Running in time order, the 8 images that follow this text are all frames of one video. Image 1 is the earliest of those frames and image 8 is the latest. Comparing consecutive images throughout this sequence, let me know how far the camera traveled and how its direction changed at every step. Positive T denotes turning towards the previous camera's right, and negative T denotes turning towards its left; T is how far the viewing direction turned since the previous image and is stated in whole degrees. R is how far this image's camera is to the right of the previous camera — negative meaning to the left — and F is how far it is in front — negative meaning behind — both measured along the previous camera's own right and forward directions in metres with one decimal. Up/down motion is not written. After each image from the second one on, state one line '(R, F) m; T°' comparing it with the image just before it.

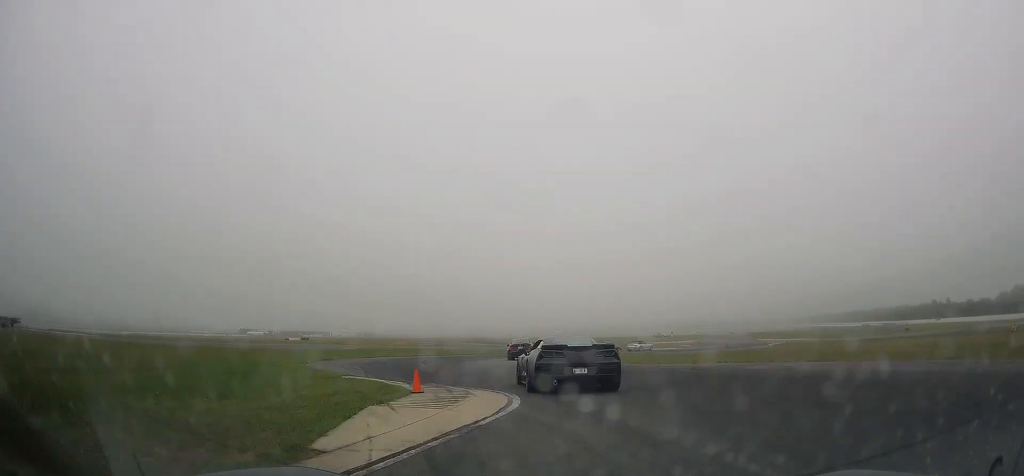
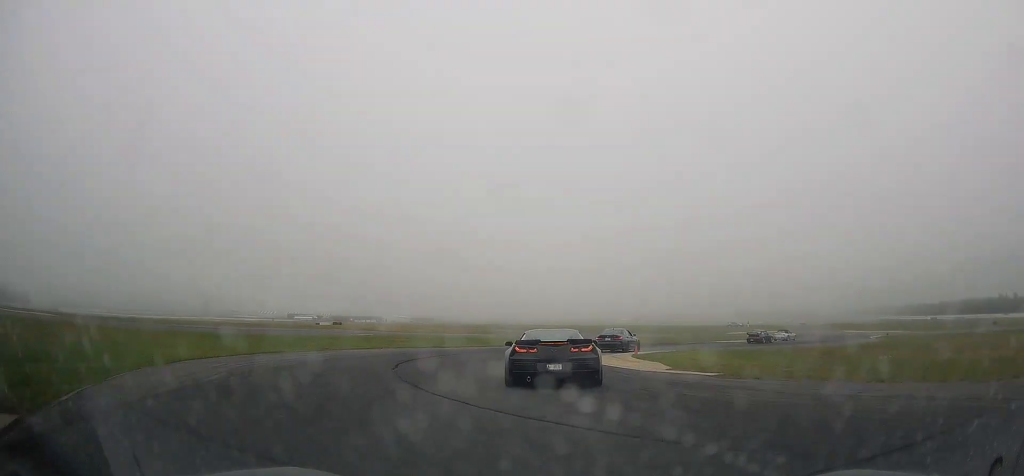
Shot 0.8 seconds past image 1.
(-0.9, +15.6) m; -3°
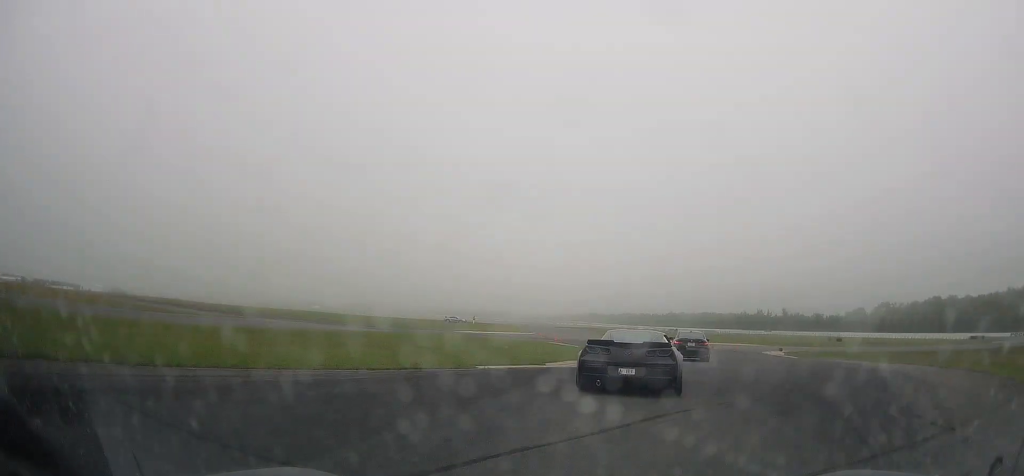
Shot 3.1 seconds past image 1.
(+5.7, +42.5) m; +27°
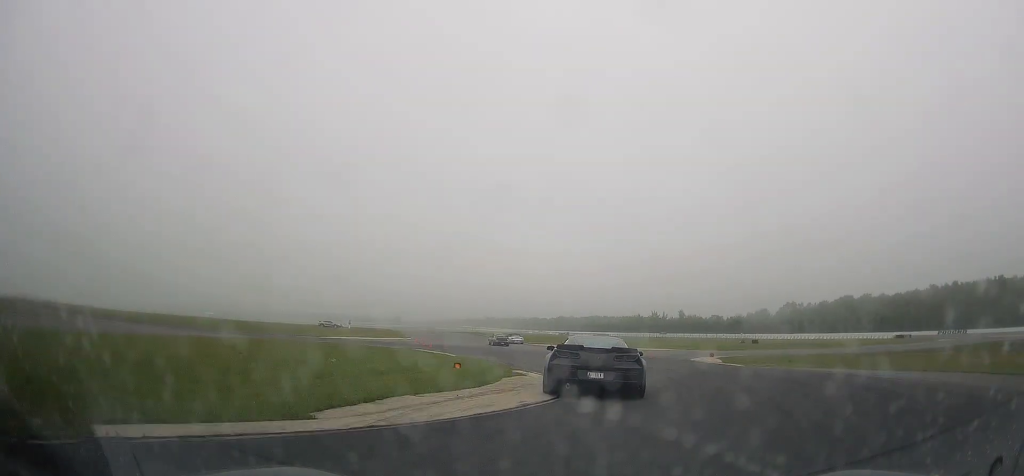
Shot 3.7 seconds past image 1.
(+1.7, +10.8) m; +8°
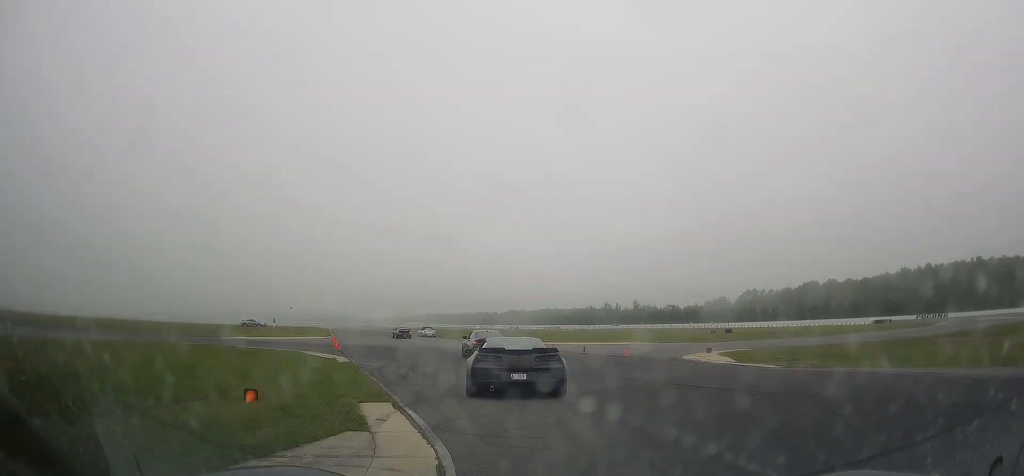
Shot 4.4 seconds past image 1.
(+0.8, +12.3) m; +2°
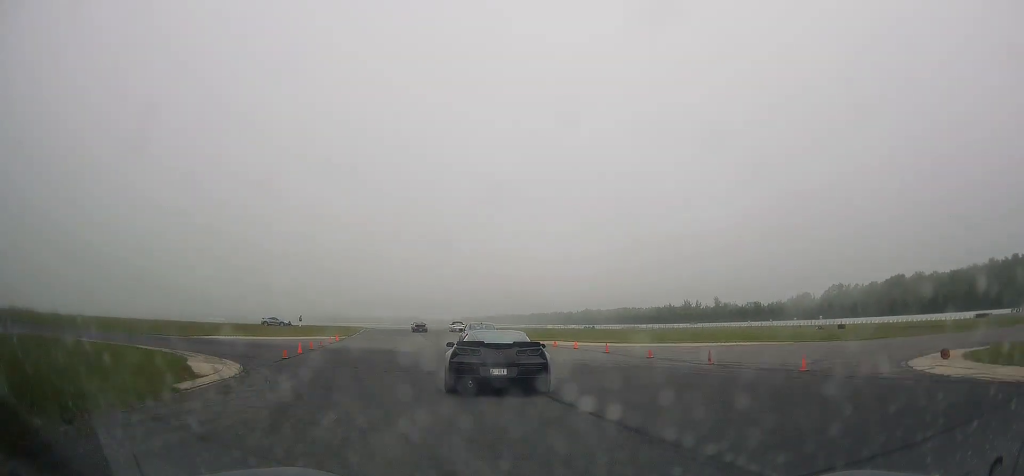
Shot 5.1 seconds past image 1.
(+0.3, +15.7) m; -4°
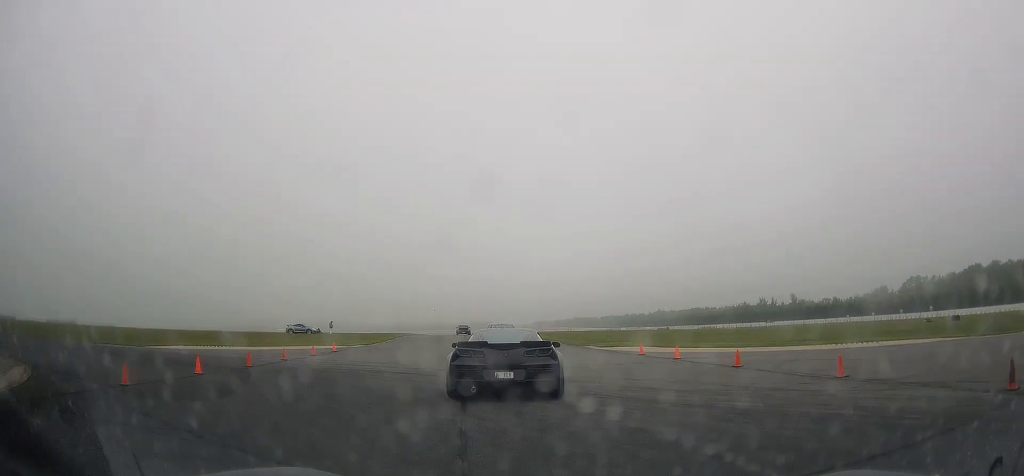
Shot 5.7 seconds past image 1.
(-0.9, +12.2) m; -5°
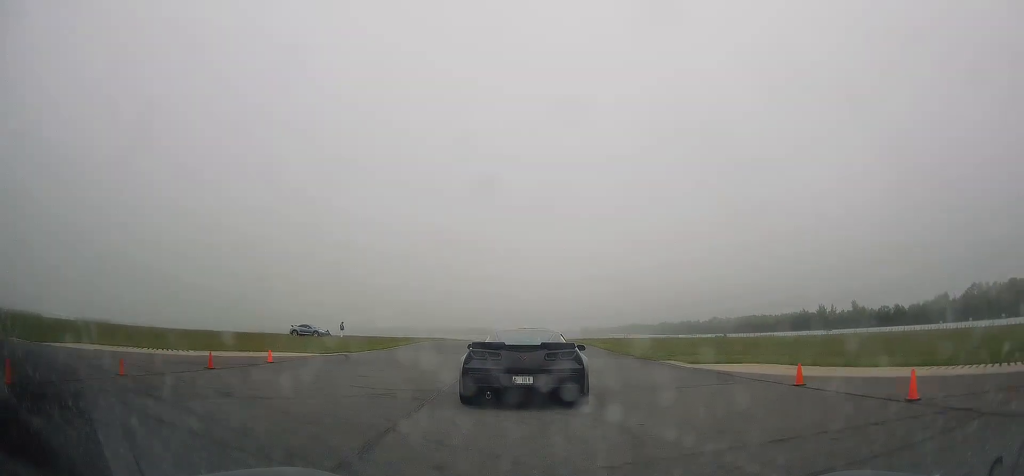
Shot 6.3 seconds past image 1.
(-0.6, +12.2) m; -4°
